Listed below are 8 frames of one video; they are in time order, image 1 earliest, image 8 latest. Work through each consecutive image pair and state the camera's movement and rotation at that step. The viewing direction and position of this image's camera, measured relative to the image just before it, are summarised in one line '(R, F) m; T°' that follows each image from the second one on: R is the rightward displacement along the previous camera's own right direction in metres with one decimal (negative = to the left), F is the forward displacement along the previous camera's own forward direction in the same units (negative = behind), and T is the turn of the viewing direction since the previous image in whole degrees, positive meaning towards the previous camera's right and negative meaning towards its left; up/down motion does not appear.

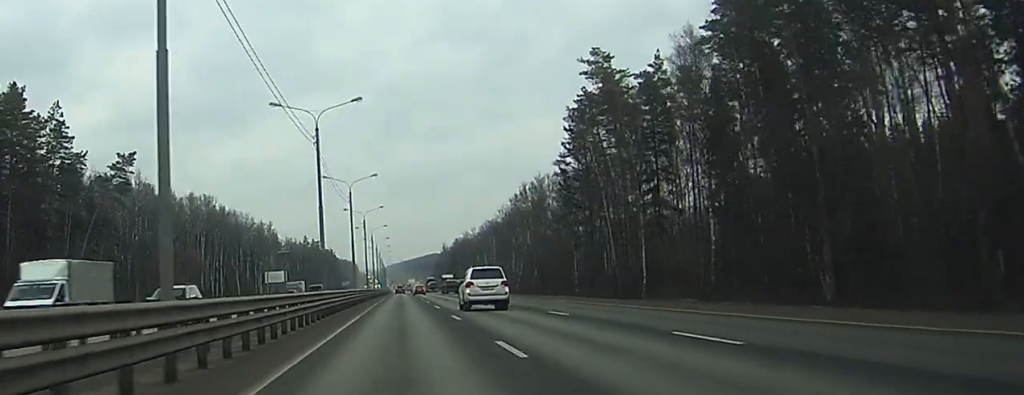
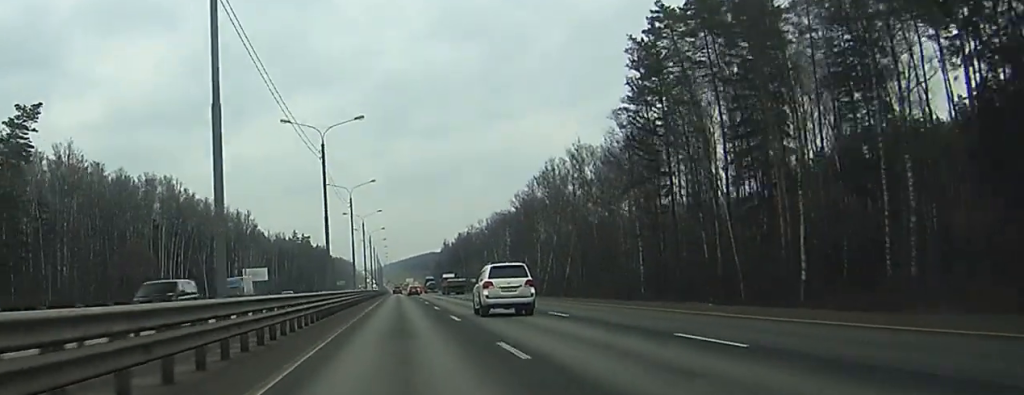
(0.0, +31.8) m; 0°
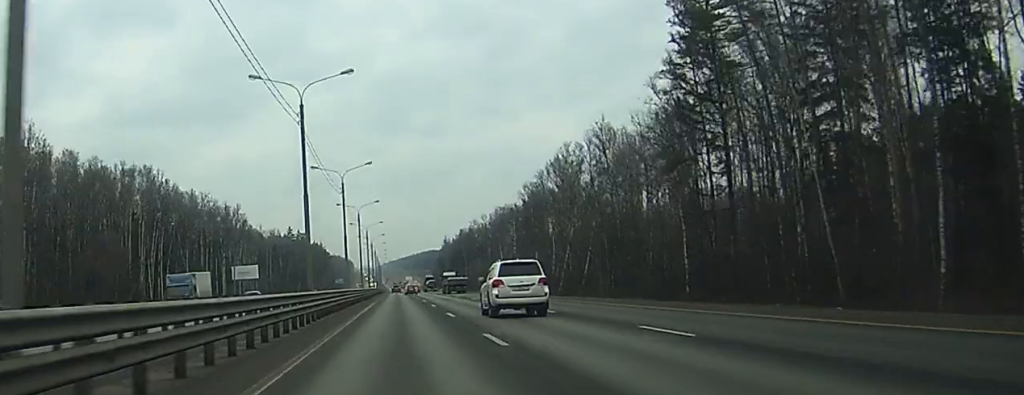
(0.0, +13.2) m; 0°
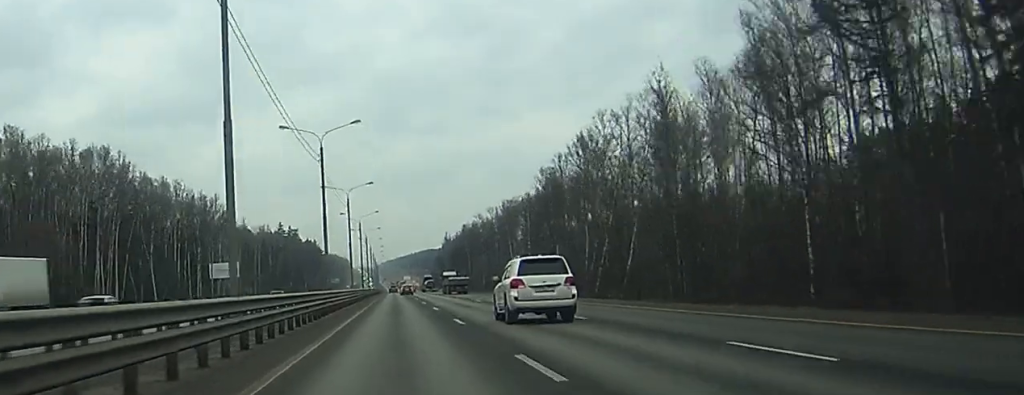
(0.0, +21.9) m; 0°
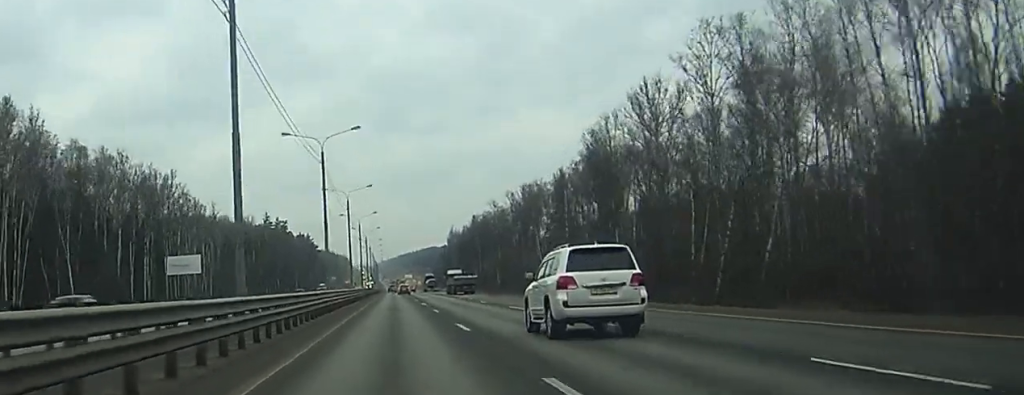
(-0.1, +35.1) m; 0°
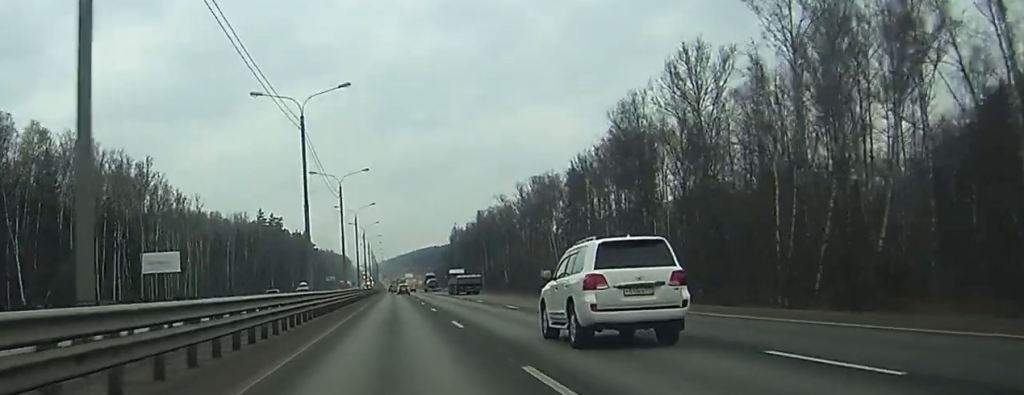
(0.0, +14.3) m; 0°
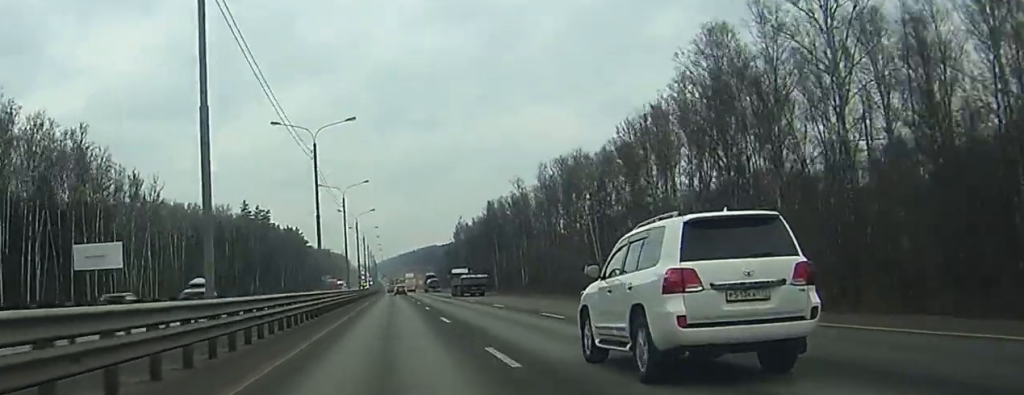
(0.0, +27.5) m; 0°
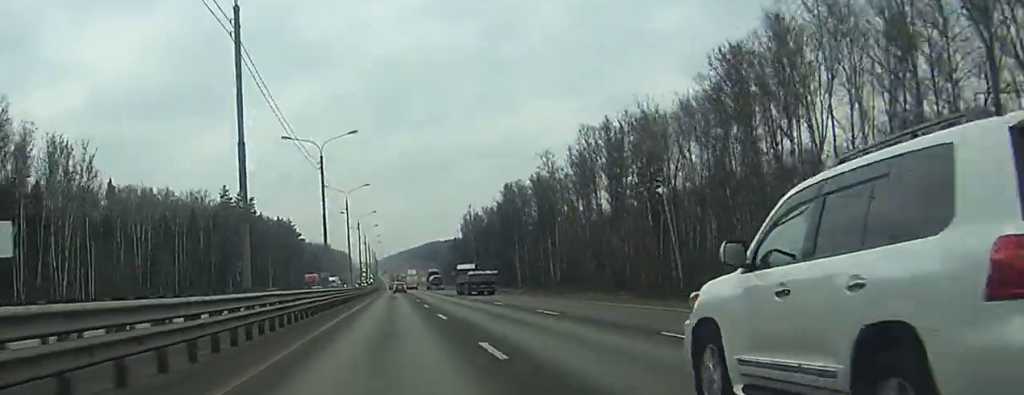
(0.0, +30.9) m; 0°
